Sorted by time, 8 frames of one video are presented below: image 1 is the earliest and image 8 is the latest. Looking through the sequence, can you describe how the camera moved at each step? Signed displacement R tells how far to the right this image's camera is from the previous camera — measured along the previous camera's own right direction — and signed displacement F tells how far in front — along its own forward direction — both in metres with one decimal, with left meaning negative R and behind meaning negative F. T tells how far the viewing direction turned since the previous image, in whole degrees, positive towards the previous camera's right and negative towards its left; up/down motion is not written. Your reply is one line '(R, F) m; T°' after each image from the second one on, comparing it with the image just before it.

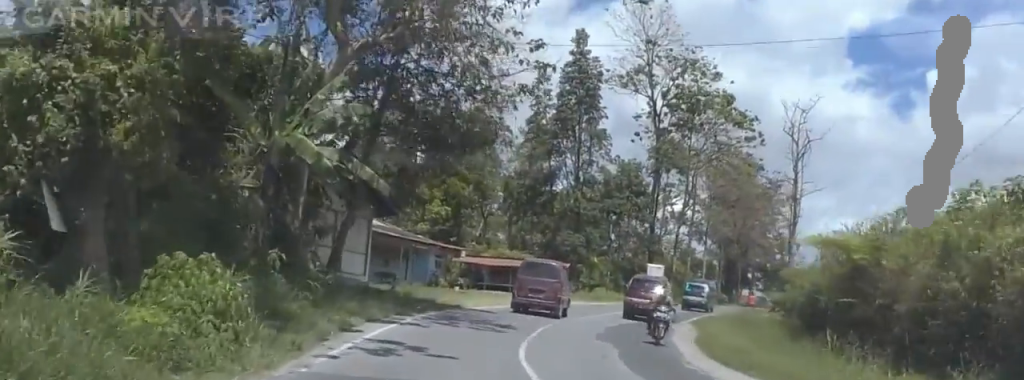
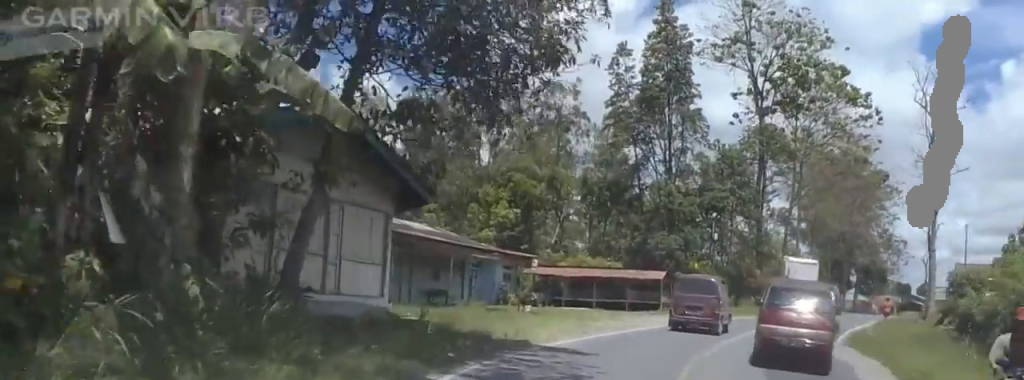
(-0.7, +10.7) m; -4°
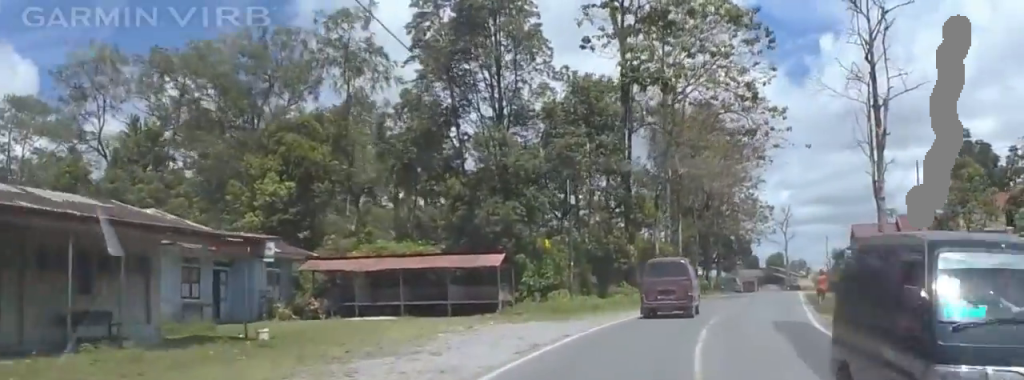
(-0.1, +17.0) m; +1°
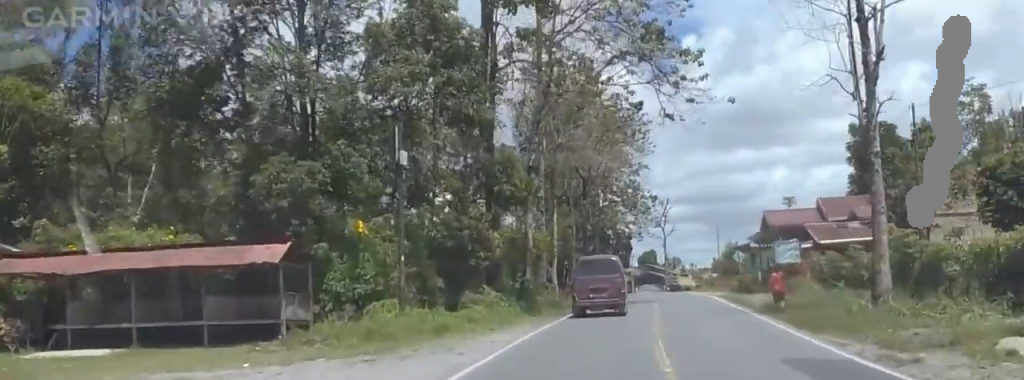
(+0.3, +13.5) m; +7°
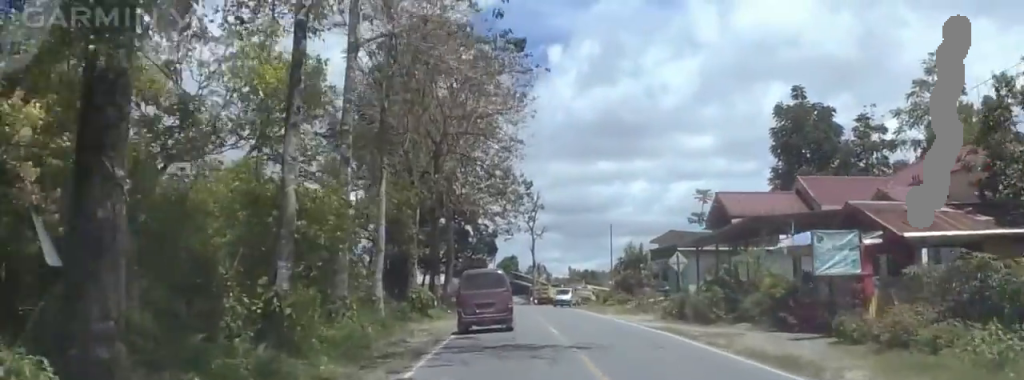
(+3.6, +21.3) m; +16°
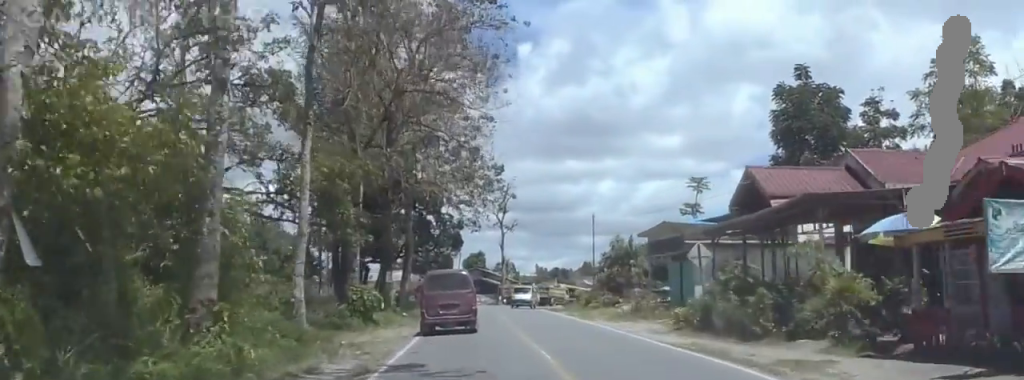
(+0.3, +8.6) m; +1°
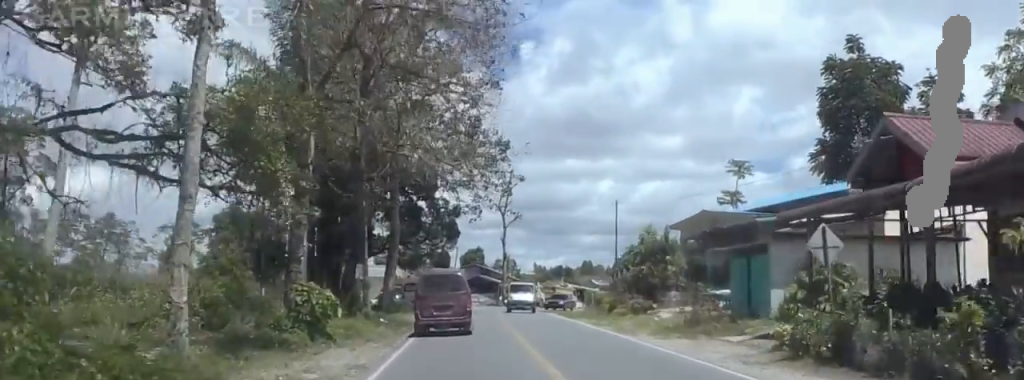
(+0.1, +9.7) m; -2°
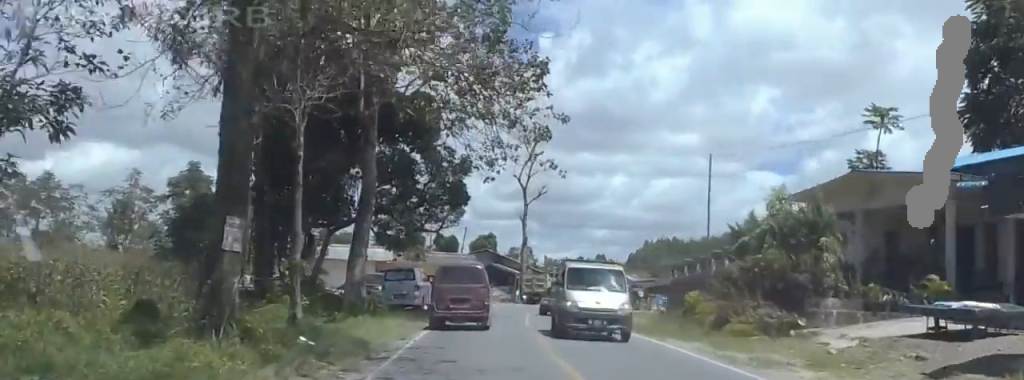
(-1.0, +17.3) m; -5°
